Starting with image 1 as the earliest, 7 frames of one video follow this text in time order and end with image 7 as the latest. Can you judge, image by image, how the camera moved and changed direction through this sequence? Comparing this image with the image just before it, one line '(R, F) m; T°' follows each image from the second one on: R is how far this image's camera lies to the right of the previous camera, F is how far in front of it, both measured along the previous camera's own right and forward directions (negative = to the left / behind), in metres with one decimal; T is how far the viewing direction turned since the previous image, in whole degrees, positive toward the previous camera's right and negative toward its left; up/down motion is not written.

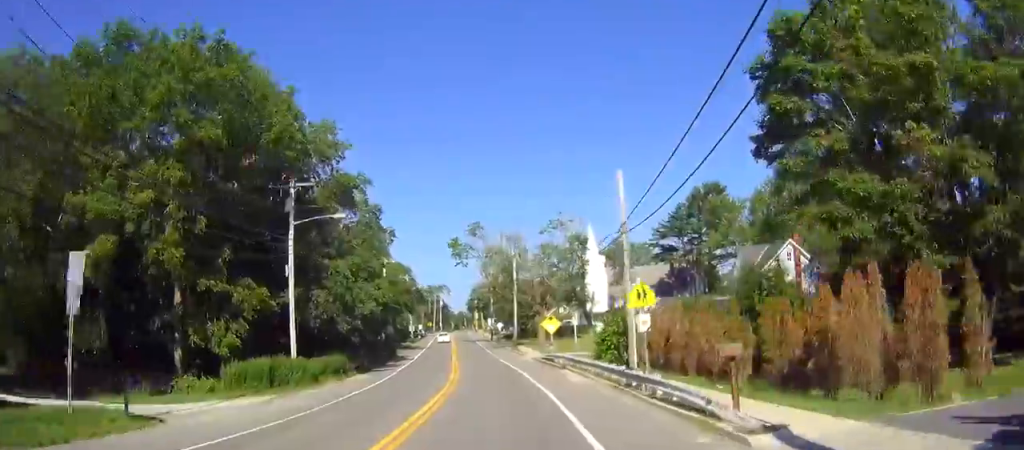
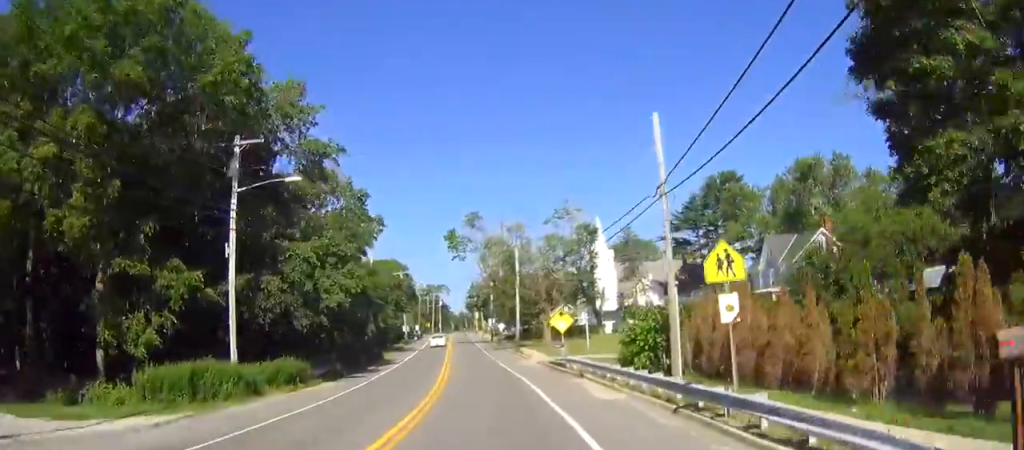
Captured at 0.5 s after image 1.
(0.0, +7.8) m; 0°
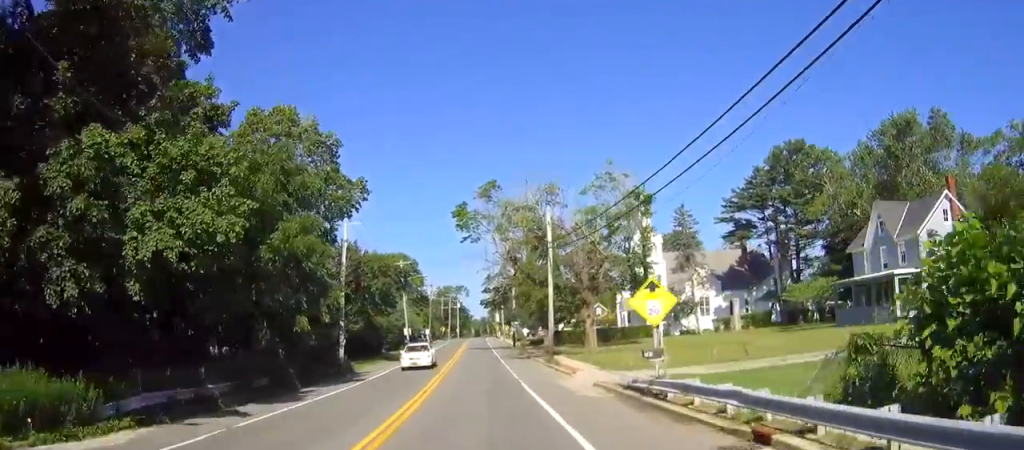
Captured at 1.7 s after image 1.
(0.0, +18.5) m; 0°
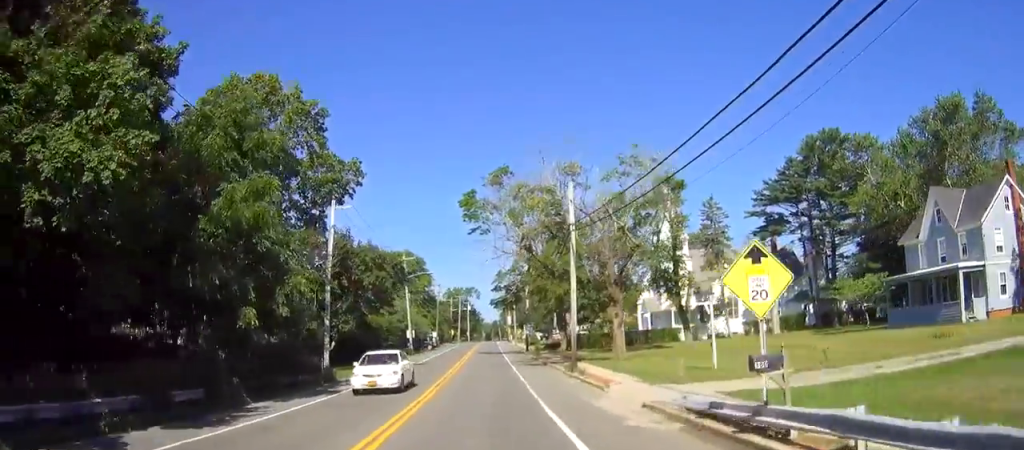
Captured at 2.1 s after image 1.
(0.0, +6.7) m; 0°
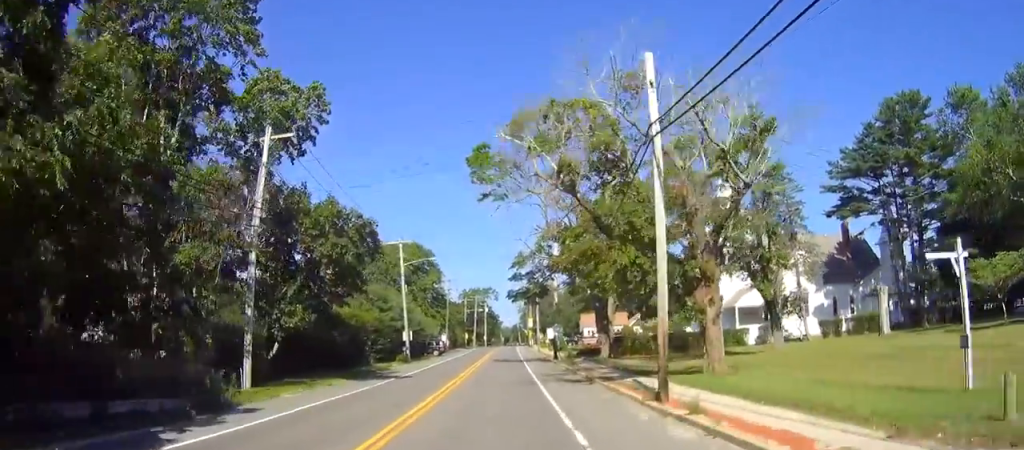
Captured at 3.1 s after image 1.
(0.0, +14.9) m; 0°
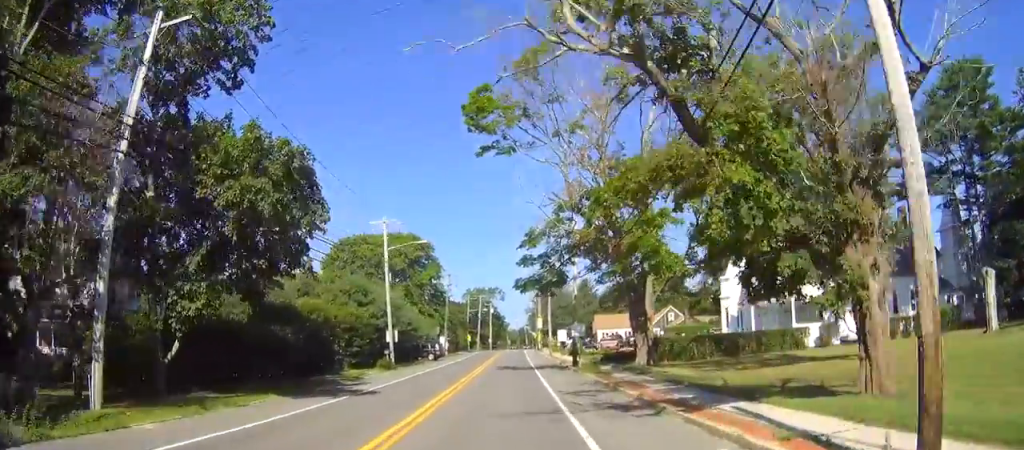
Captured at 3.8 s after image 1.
(0.0, +10.8) m; 0°
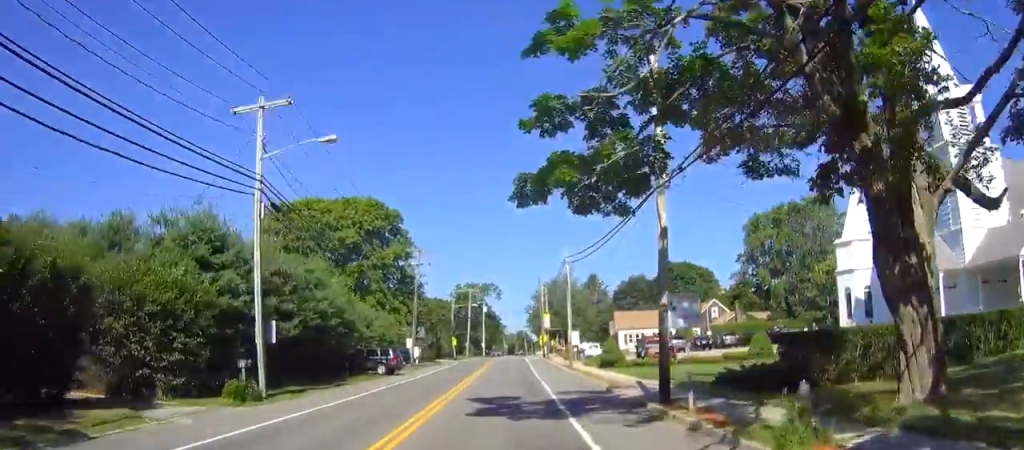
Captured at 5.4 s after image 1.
(-0.5, +25.2) m; -3°
